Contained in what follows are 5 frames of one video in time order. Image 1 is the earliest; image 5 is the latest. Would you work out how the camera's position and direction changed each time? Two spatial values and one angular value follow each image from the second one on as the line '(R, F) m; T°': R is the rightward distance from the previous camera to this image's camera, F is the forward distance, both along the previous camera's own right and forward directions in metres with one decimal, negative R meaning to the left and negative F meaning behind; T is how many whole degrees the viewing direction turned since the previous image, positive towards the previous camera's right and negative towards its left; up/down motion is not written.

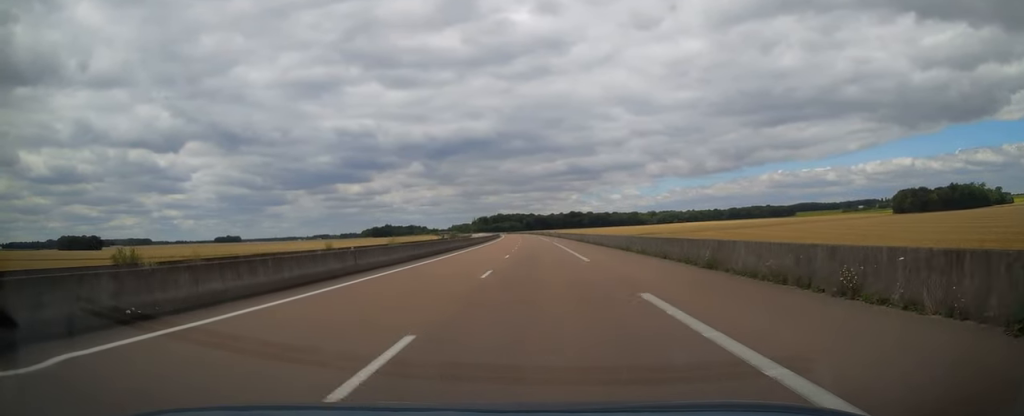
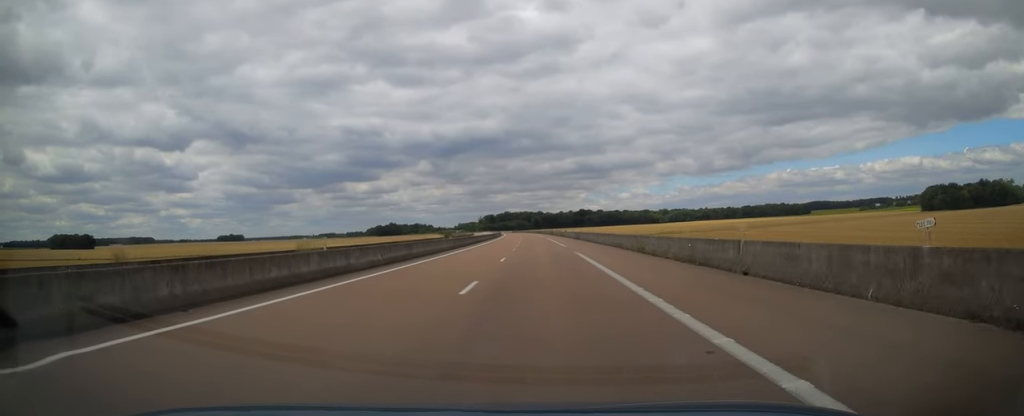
(-0.3, +30.8) m; -1°
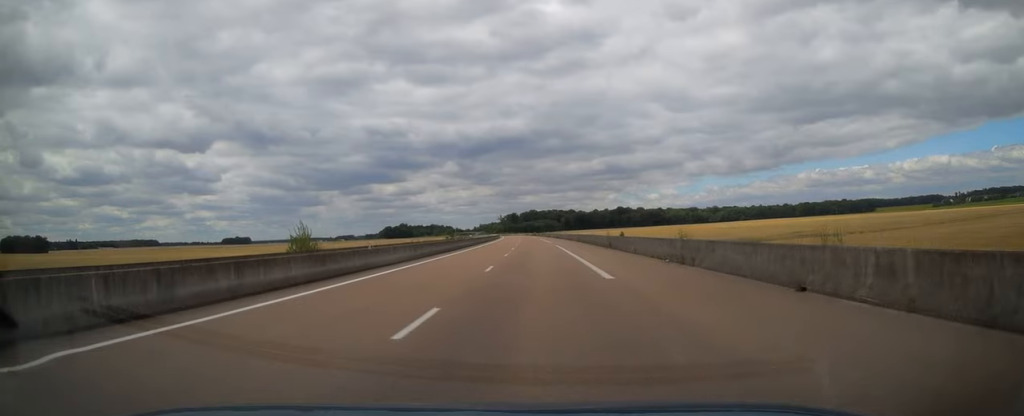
(-2.8, +134.3) m; -3°
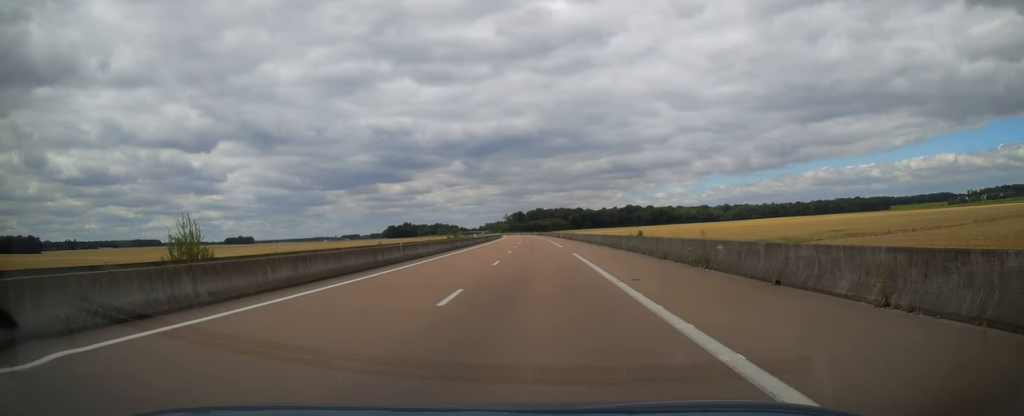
(-0.4, +22.4) m; -1°
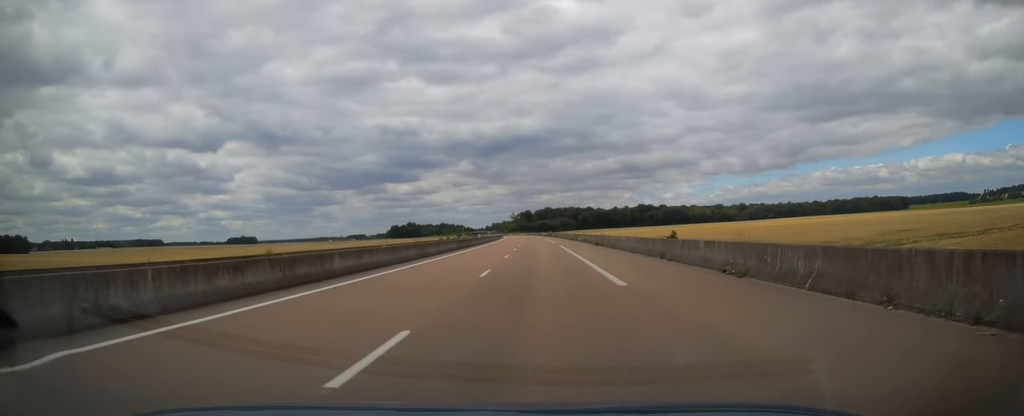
(-0.1, +31.7) m; -1°
